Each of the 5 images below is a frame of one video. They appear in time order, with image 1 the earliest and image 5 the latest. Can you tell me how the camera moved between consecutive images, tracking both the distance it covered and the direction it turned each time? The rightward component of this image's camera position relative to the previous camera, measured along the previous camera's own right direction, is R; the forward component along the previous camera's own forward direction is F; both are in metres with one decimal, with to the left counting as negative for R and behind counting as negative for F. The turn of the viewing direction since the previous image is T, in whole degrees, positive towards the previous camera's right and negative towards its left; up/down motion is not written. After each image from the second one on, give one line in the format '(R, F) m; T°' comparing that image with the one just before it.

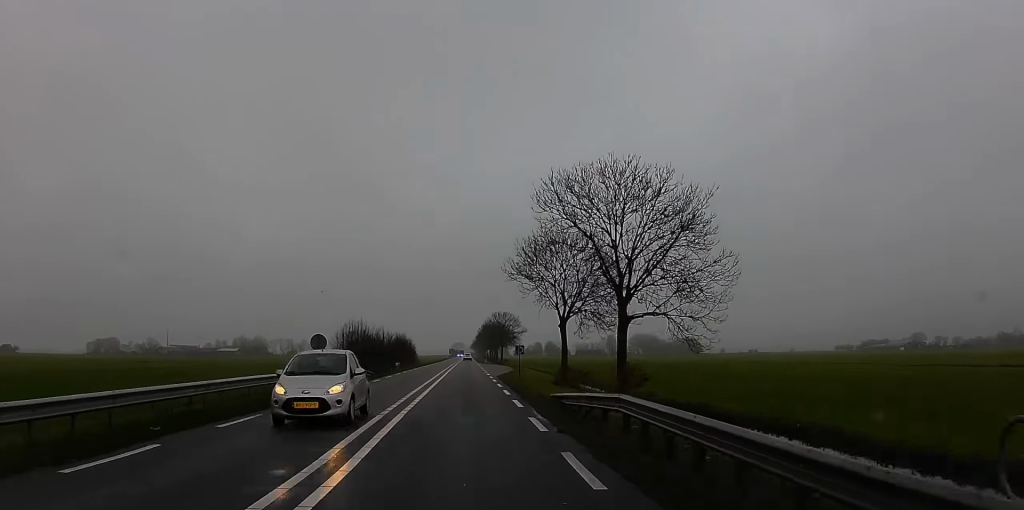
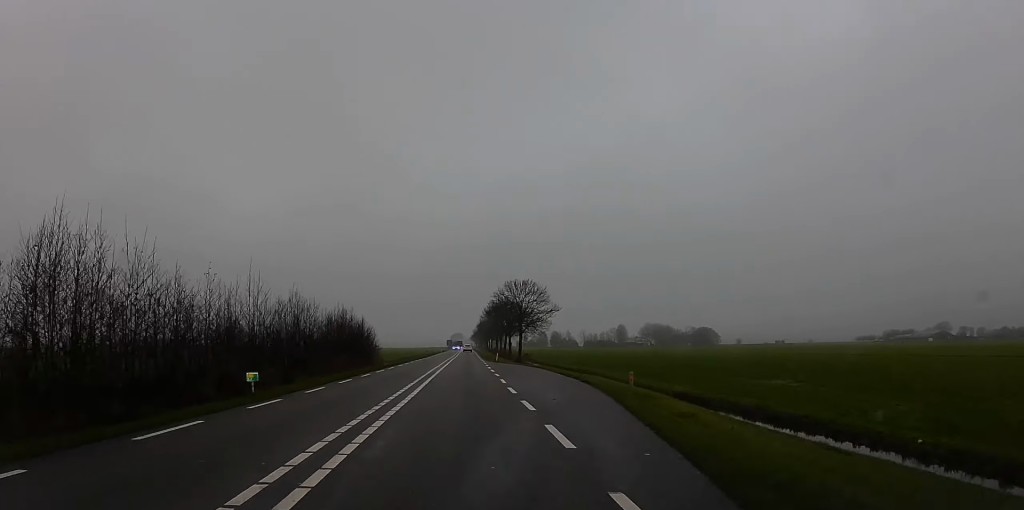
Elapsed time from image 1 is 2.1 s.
(+1.1, +45.2) m; 0°
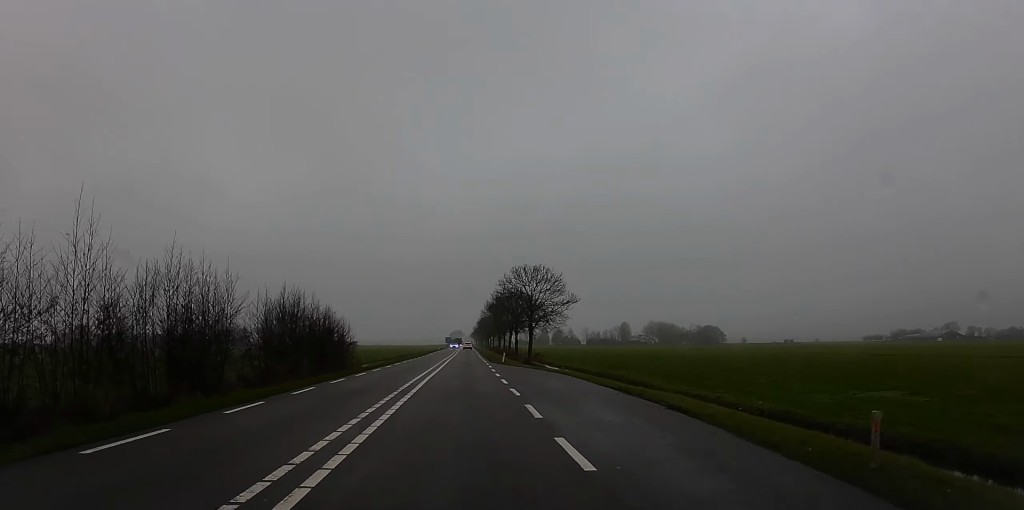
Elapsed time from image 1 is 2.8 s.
(-0.8, +13.9) m; -2°
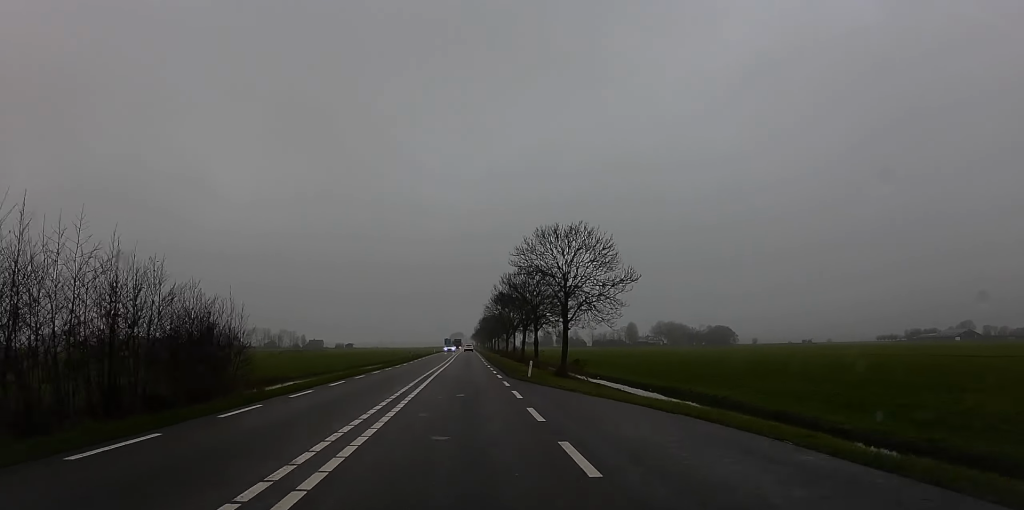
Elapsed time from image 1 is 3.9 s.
(-0.5, +24.3) m; +1°
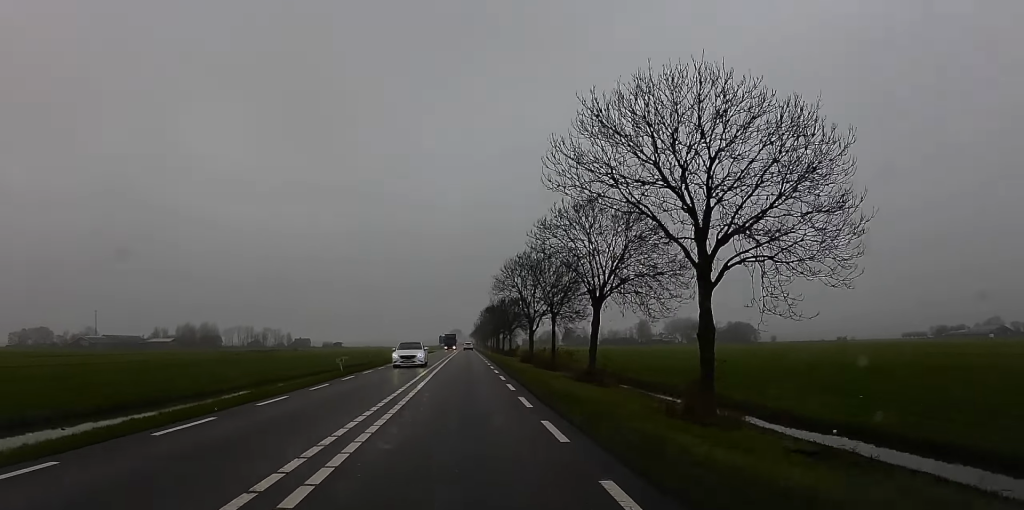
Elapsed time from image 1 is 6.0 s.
(+1.9, +46.1) m; +2°
